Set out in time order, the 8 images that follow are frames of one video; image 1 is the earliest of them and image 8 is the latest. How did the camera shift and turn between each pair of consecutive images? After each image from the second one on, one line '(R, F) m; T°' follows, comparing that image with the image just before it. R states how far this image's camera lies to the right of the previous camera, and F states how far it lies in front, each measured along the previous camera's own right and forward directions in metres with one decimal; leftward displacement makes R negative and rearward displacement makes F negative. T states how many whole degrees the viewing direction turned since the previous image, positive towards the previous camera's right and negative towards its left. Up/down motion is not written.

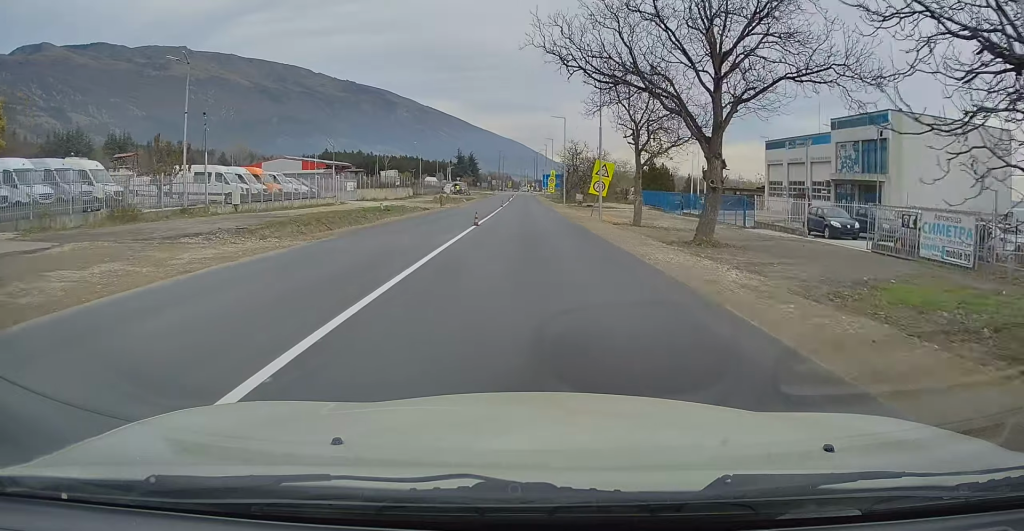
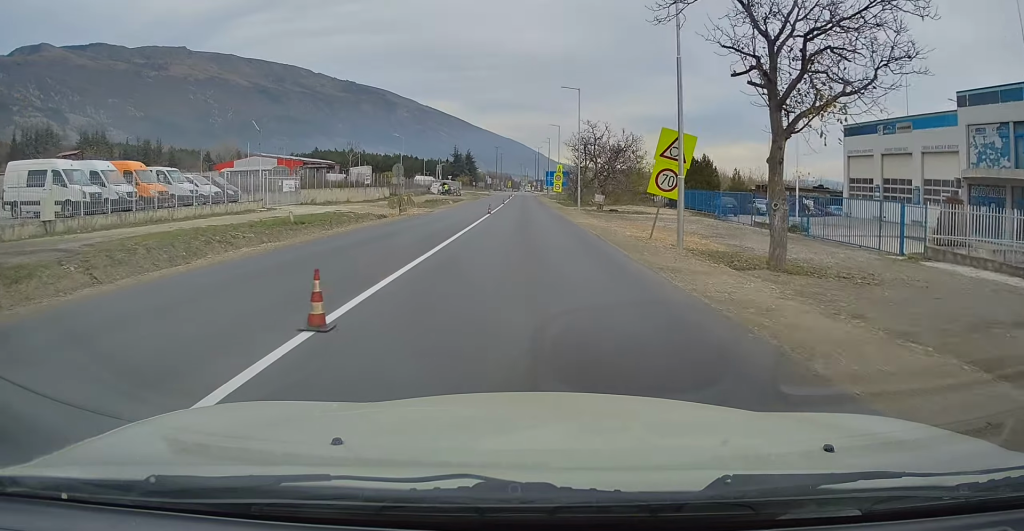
(0.0, +17.1) m; -1°
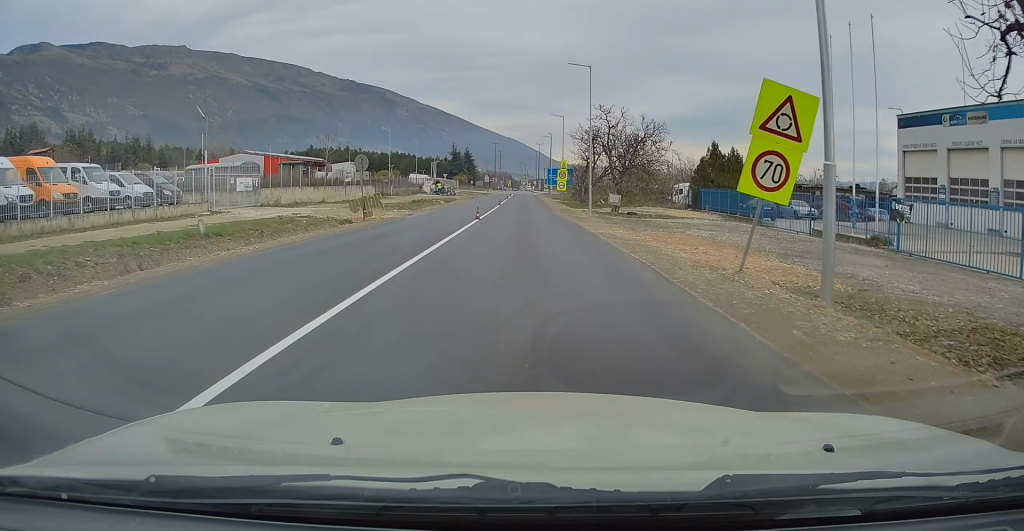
(-0.1, +7.9) m; -1°
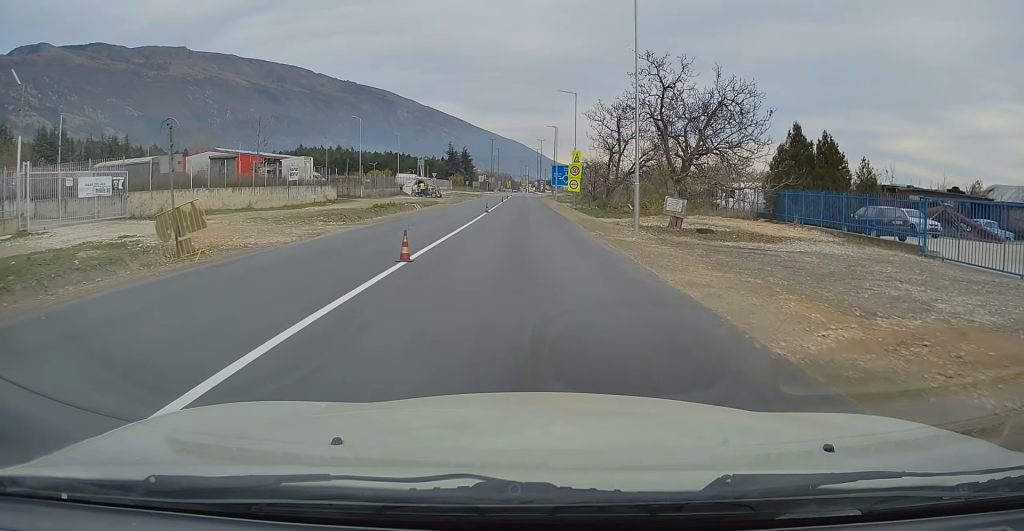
(0.0, +15.5) m; 0°
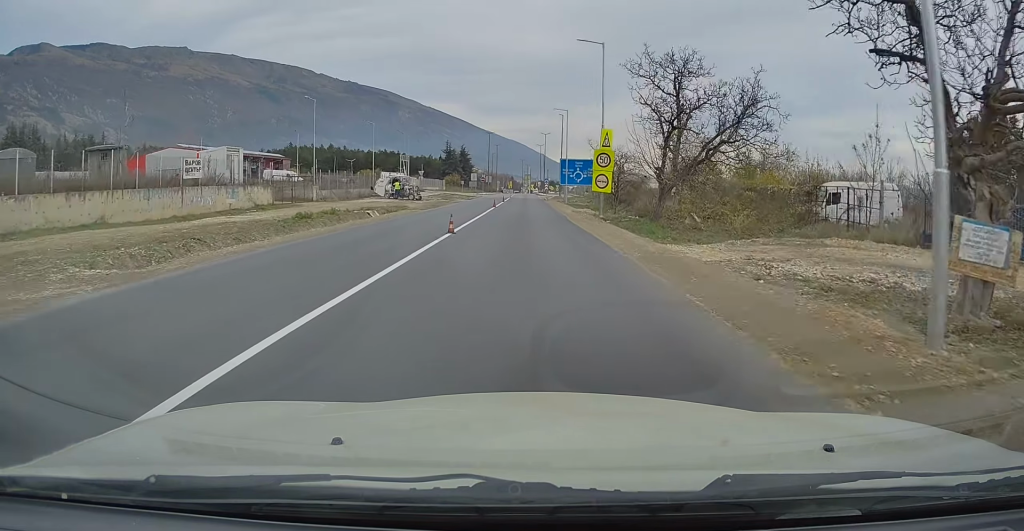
(0.0, +15.8) m; 0°
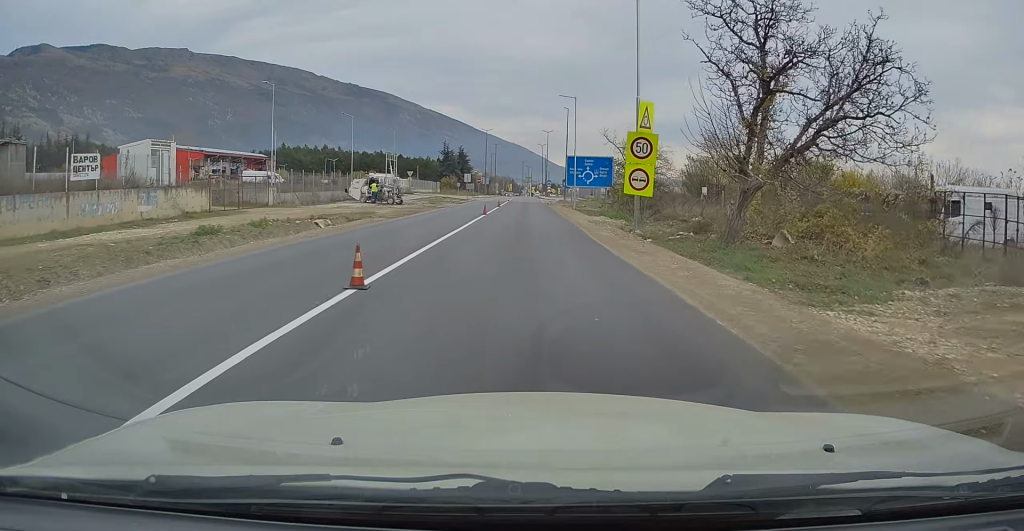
(0.0, +9.4) m; 0°
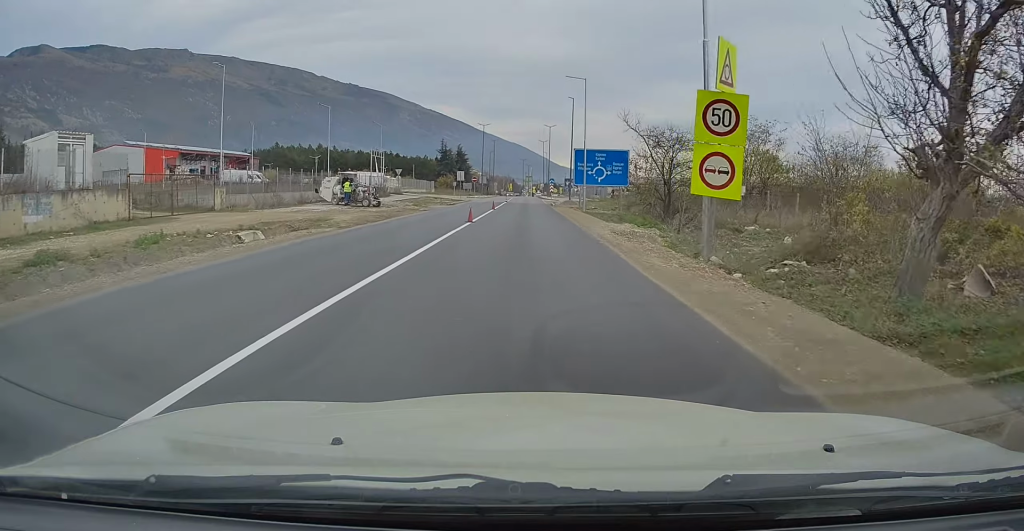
(0.0, +8.0) m; 0°
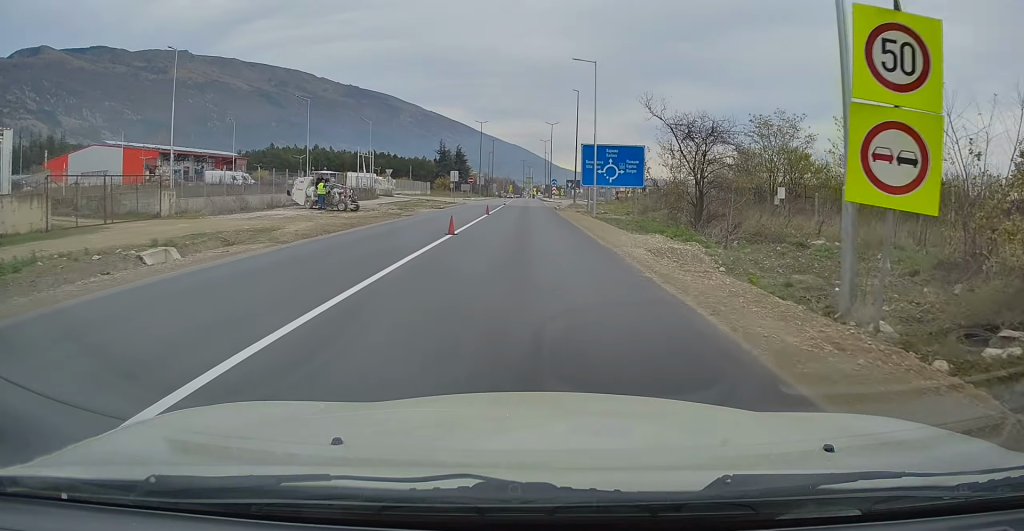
(0.0, +5.8) m; +1°
